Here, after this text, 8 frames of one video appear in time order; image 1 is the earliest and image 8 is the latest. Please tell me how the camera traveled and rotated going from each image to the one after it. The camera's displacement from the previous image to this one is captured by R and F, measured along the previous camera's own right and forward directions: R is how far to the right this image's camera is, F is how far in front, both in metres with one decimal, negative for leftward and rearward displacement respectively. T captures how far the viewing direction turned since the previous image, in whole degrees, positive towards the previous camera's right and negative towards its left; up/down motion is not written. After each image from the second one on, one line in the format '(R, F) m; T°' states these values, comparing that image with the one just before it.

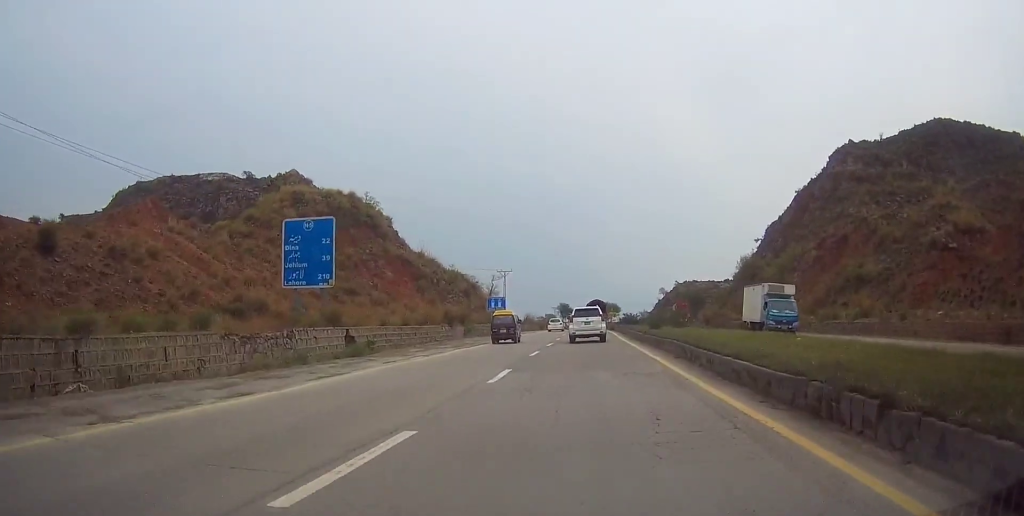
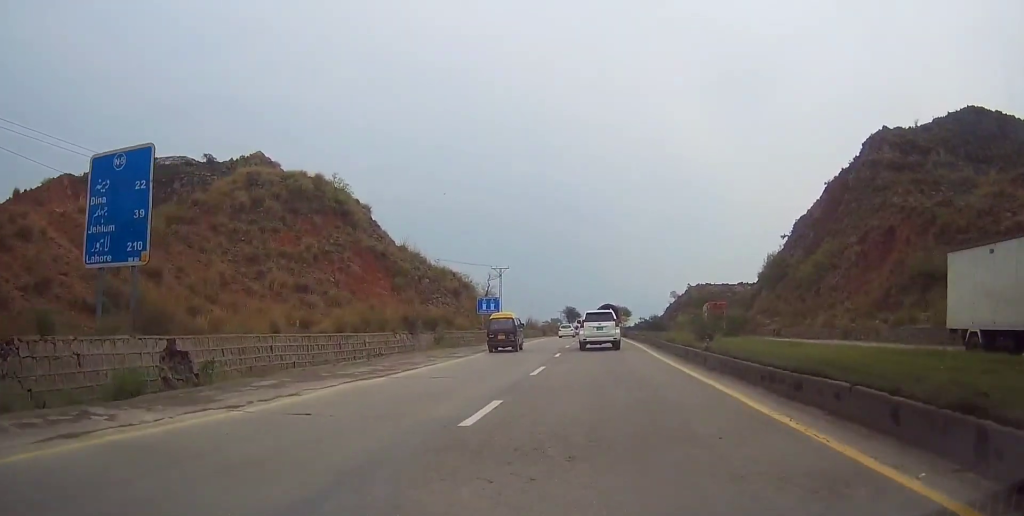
(-0.1, +14.2) m; 0°
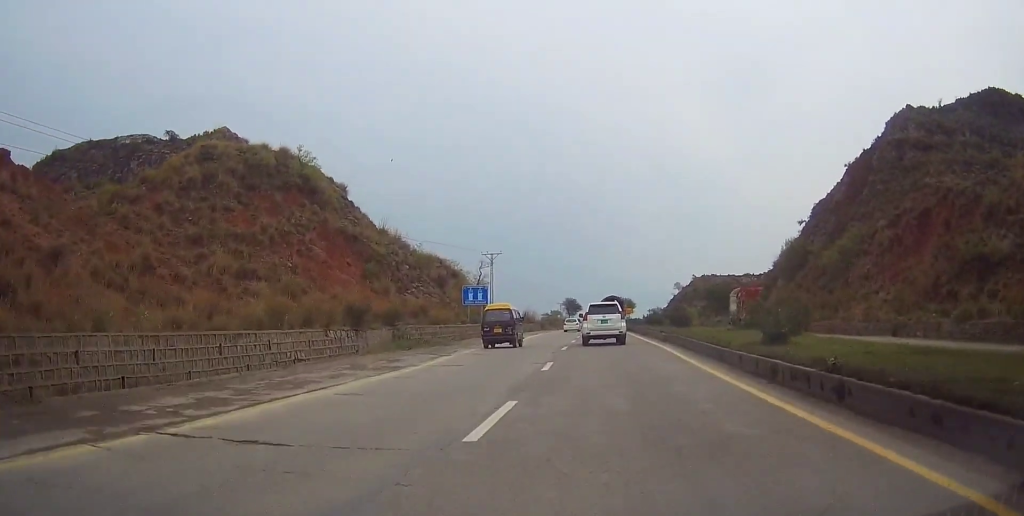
(0.0, +9.6) m; 0°
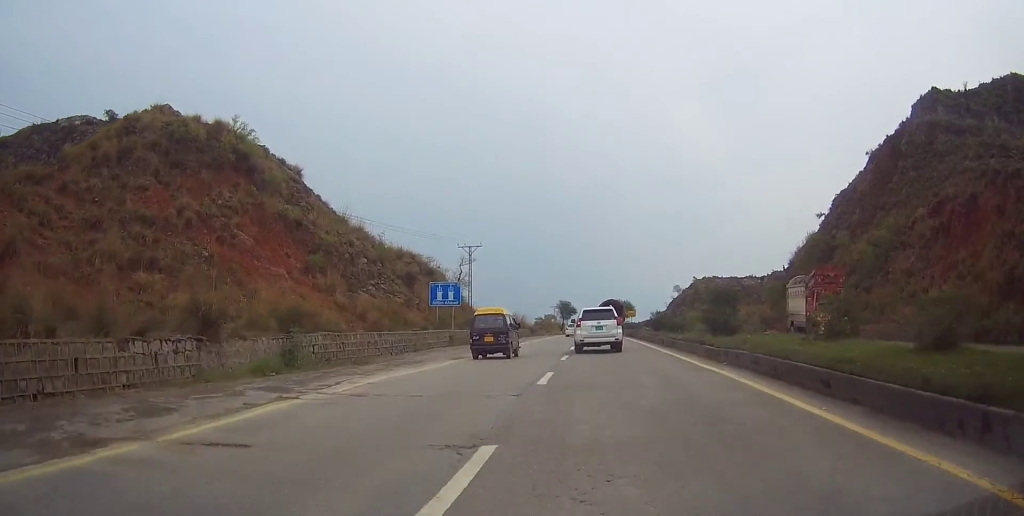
(0.0, +12.2) m; 0°
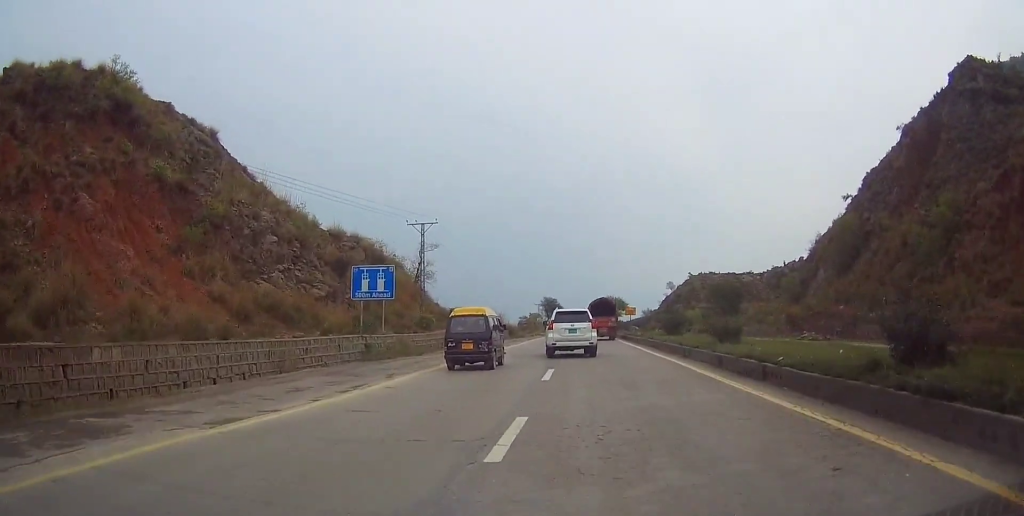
(+0.1, +15.8) m; +3°
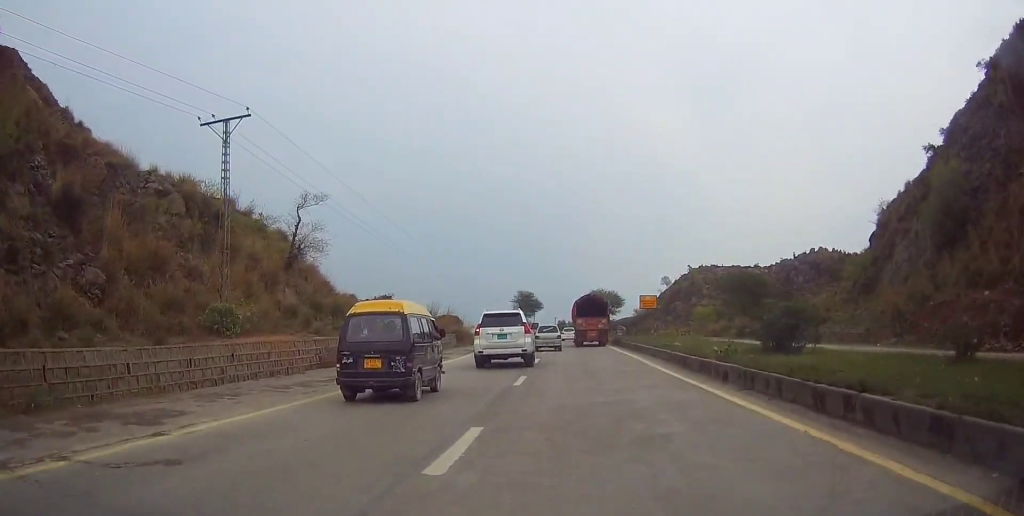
(+0.5, +28.4) m; -1°
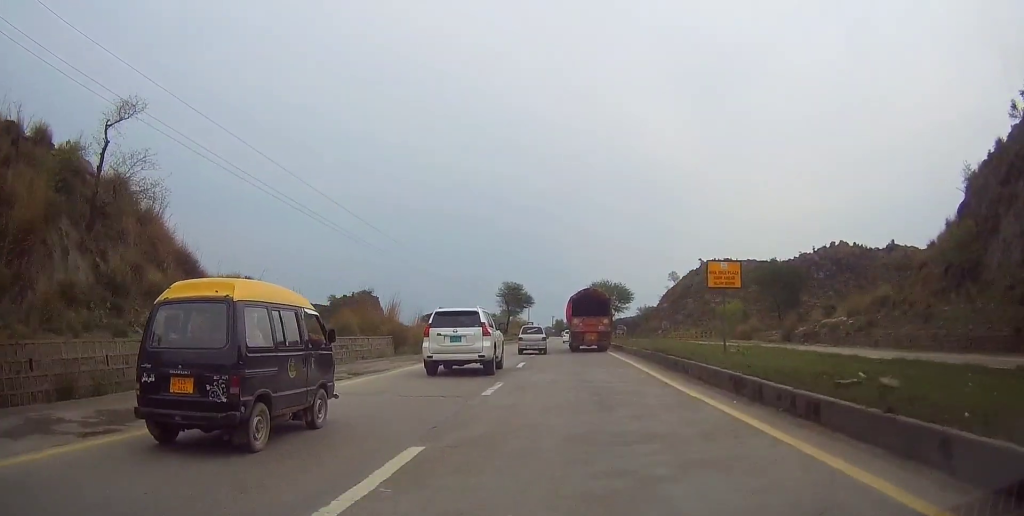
(+0.2, +19.9) m; +1°
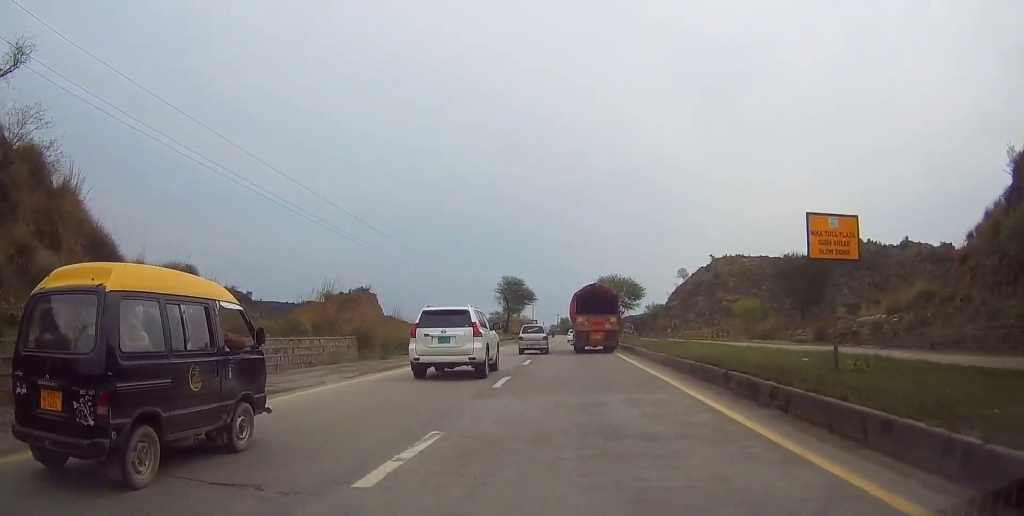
(+0.2, +7.5) m; 0°
